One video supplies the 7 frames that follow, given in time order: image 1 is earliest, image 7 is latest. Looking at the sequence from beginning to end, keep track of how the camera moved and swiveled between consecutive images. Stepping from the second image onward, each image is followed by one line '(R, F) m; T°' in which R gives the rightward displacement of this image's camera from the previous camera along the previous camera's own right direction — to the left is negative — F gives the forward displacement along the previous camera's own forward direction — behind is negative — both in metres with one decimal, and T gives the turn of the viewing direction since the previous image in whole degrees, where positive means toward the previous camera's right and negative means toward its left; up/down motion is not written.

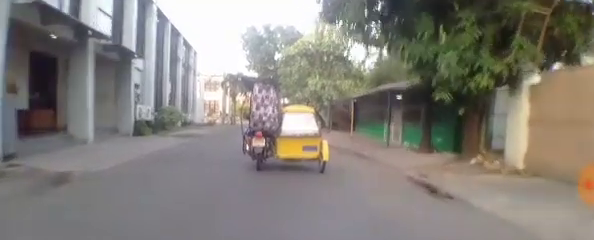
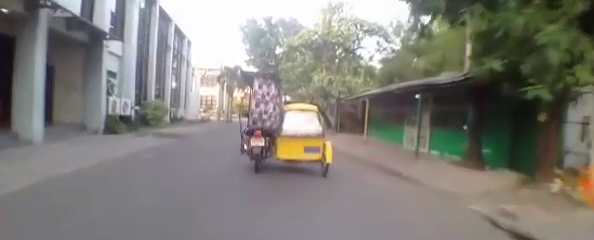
(0.0, +2.9) m; 0°
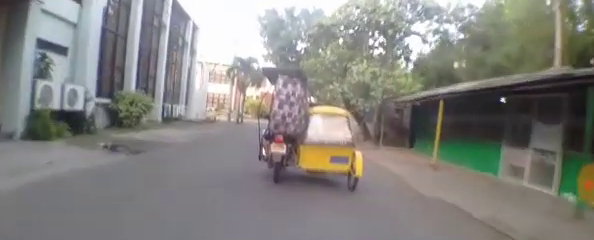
(0.0, +5.4) m; +4°
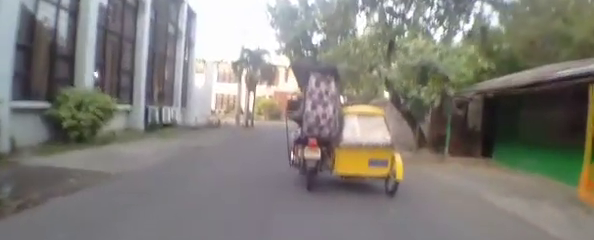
(+0.3, +4.7) m; -1°
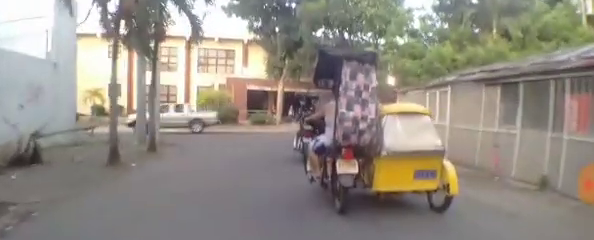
(+1.1, +14.5) m; +10°
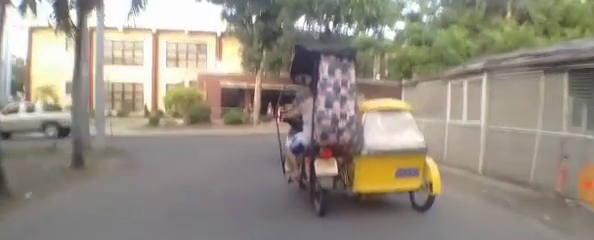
(-0.4, +2.4) m; -8°
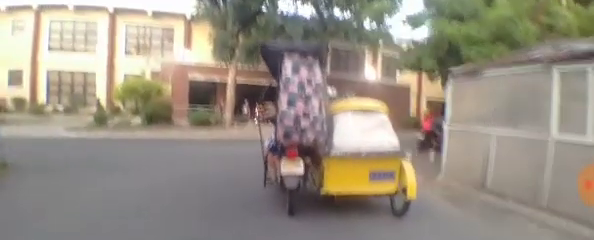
(-0.3, +3.5) m; +4°
